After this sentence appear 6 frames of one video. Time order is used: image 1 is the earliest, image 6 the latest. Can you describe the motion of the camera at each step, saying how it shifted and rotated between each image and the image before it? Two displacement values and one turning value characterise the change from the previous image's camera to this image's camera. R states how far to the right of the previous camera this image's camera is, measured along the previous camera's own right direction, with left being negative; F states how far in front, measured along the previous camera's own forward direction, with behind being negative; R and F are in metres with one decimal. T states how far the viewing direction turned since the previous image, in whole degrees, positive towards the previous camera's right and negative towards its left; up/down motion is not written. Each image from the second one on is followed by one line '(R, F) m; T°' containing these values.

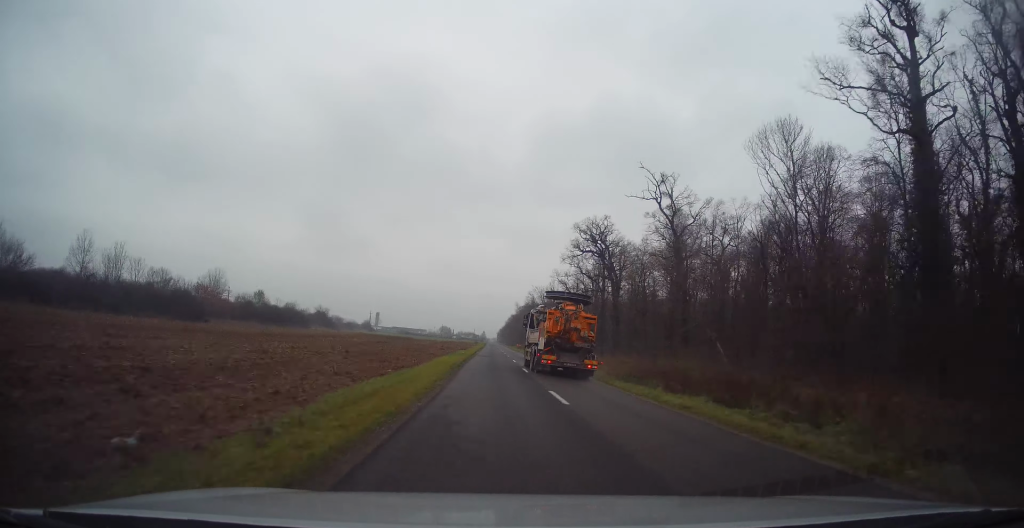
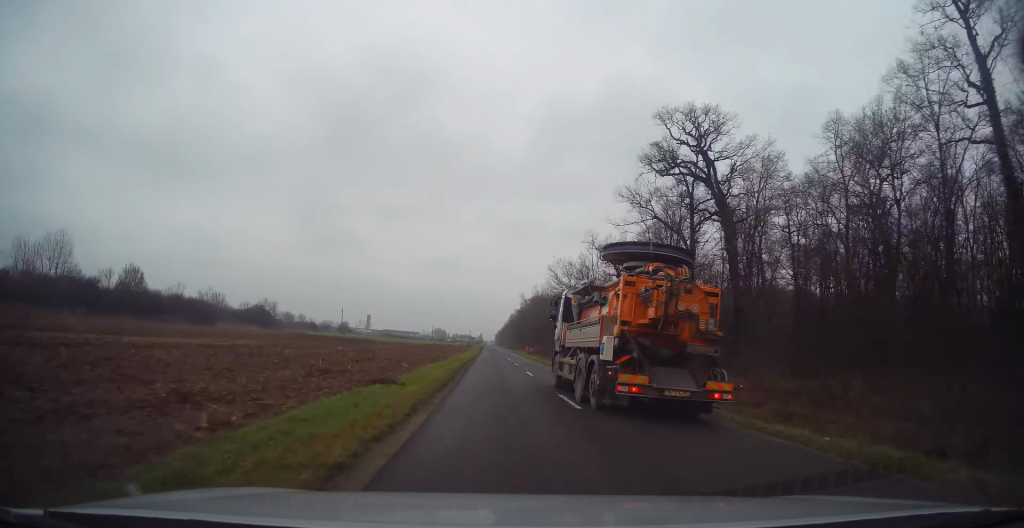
(+0.4, +47.9) m; +1°
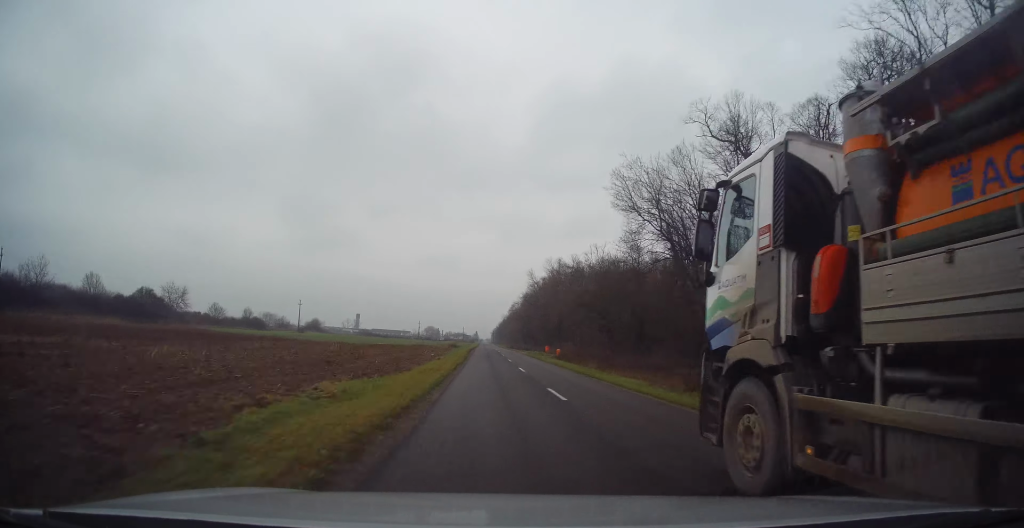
(+0.3, +45.7) m; +1°
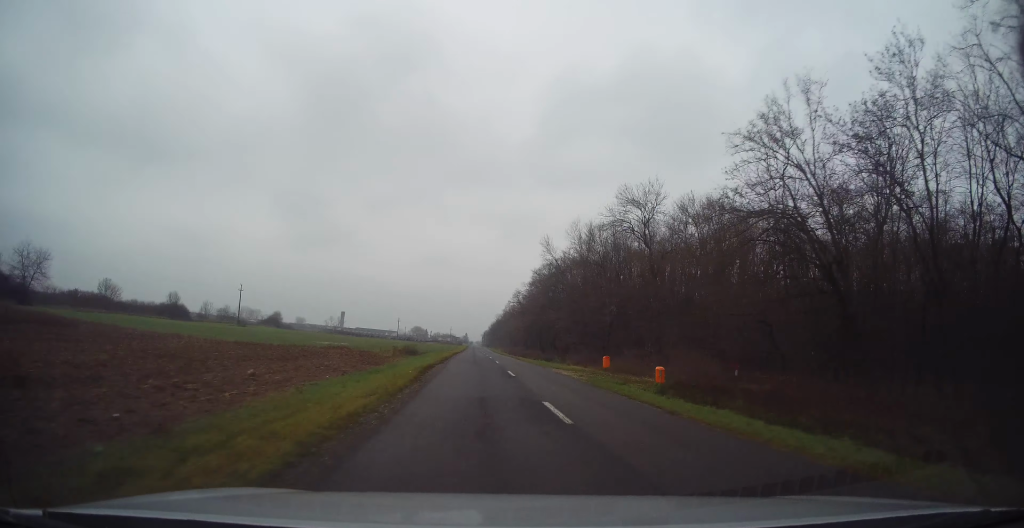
(+0.3, +37.9) m; +1°
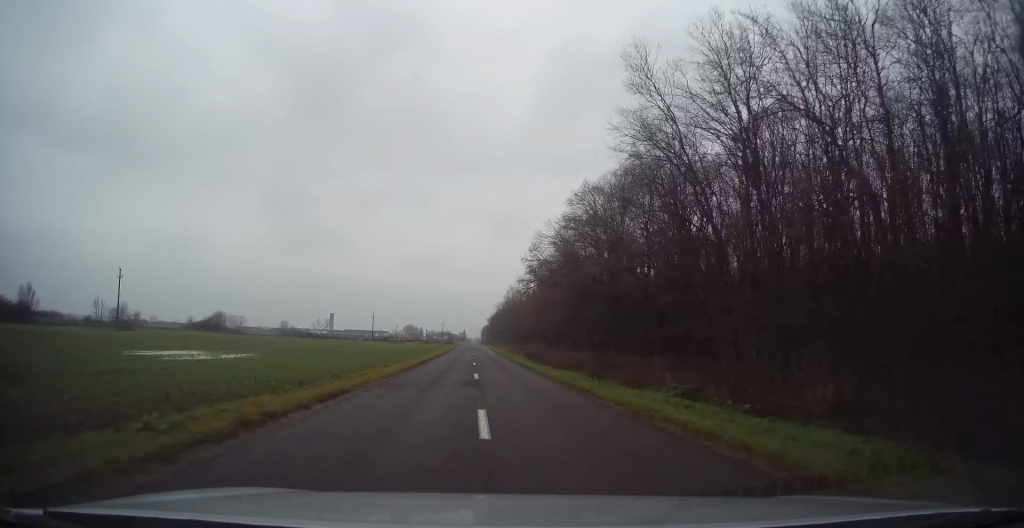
(+0.3, +48.7) m; 0°
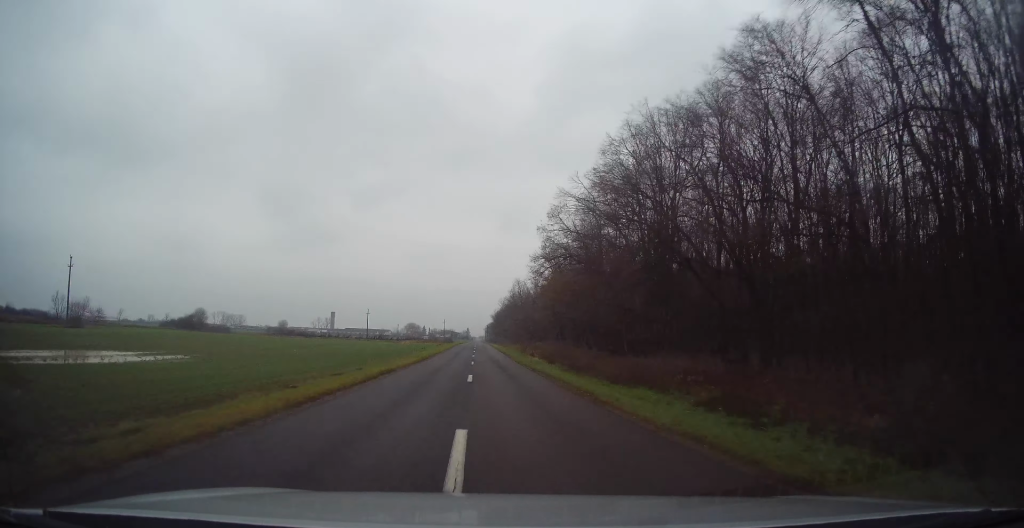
(-0.1, +14.6) m; 0°
